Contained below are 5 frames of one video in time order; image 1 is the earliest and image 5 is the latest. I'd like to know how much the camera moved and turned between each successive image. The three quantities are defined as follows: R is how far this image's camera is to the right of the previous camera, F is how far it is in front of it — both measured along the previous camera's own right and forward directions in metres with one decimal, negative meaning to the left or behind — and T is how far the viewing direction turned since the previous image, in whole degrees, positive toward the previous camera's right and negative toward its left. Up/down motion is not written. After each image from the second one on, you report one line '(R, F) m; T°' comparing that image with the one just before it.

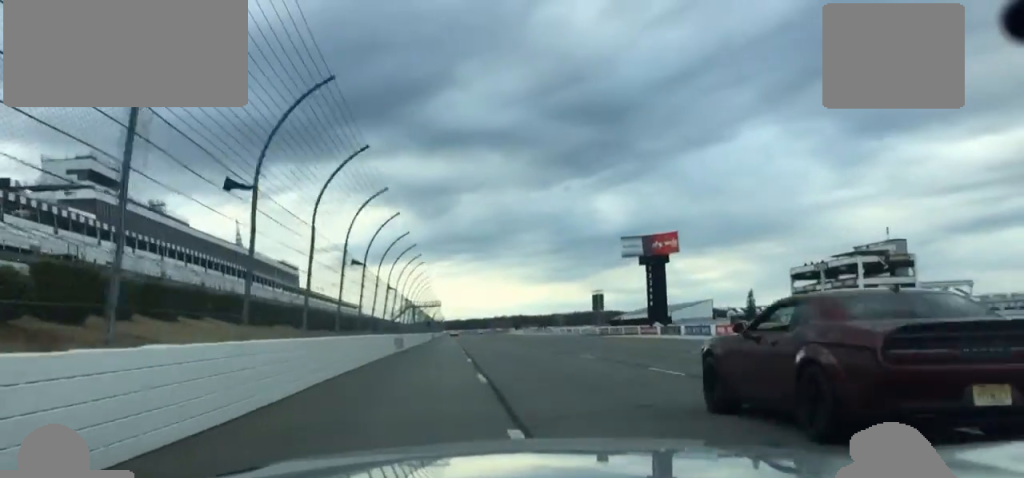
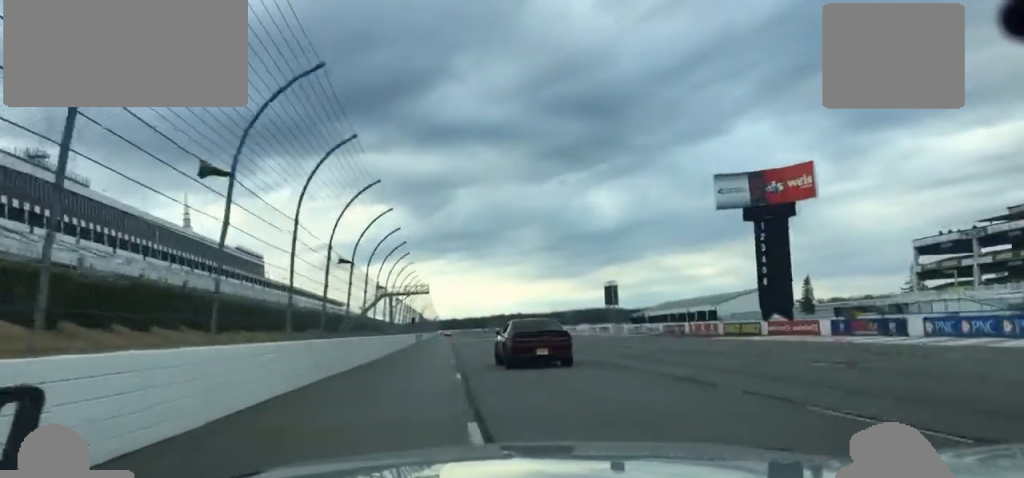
(0.0, +48.3) m; 0°
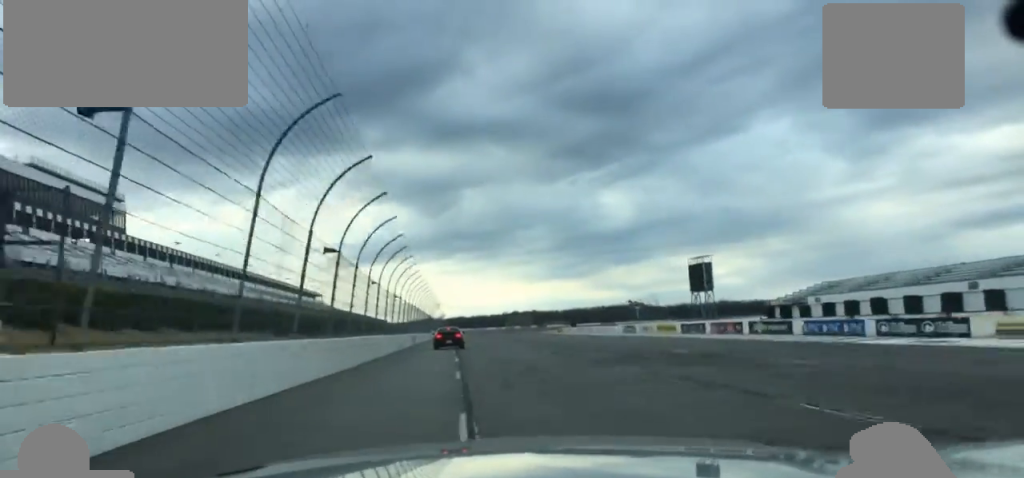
(+1.0, +120.6) m; 0°
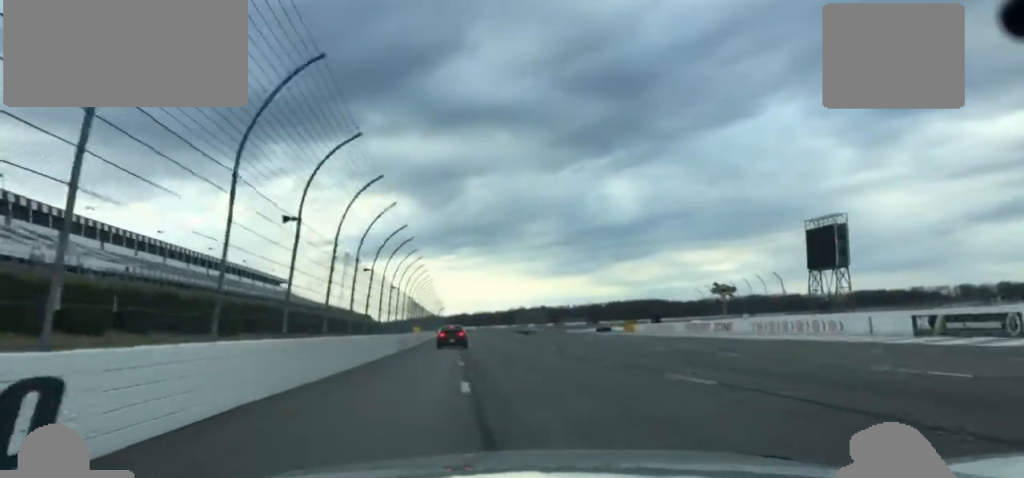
(-0.9, +74.7) m; -1°
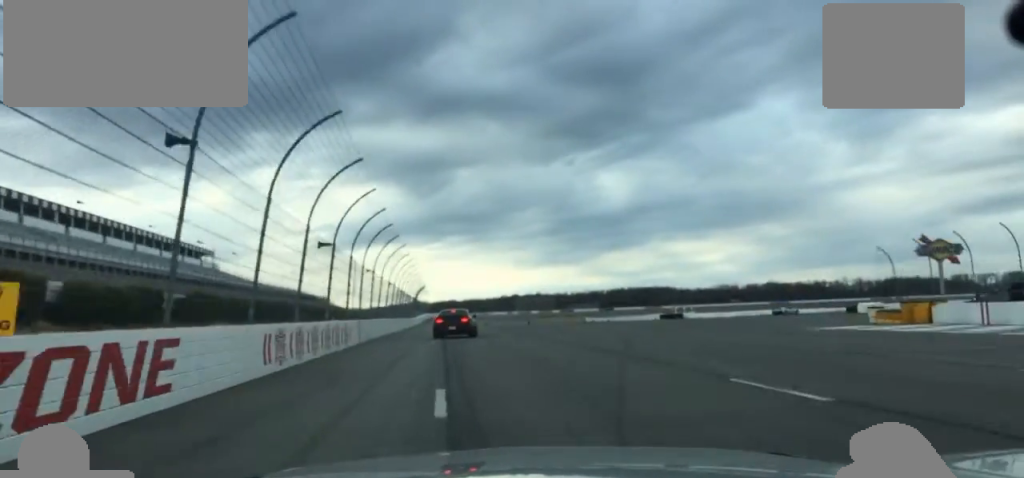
(+1.2, +74.8) m; +2°
